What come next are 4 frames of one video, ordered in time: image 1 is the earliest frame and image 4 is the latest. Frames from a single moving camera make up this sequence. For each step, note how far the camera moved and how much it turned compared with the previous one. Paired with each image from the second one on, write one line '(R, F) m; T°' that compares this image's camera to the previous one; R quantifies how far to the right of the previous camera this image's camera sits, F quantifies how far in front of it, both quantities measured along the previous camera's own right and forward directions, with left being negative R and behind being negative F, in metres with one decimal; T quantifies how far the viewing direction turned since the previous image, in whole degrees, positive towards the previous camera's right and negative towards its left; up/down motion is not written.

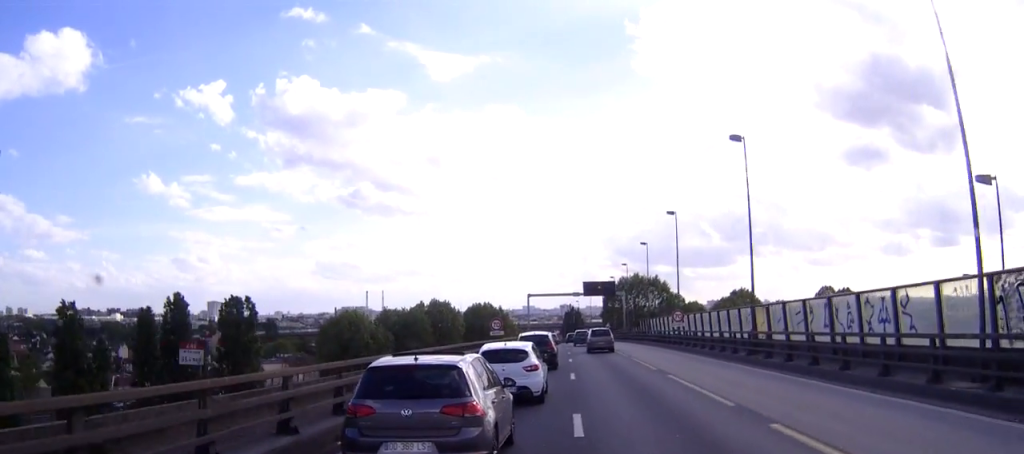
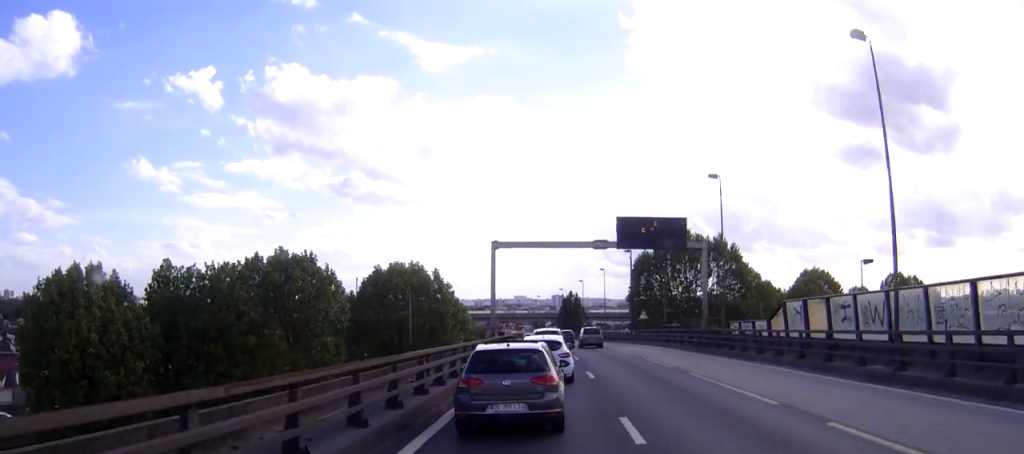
(-0.1, +52.5) m; 0°
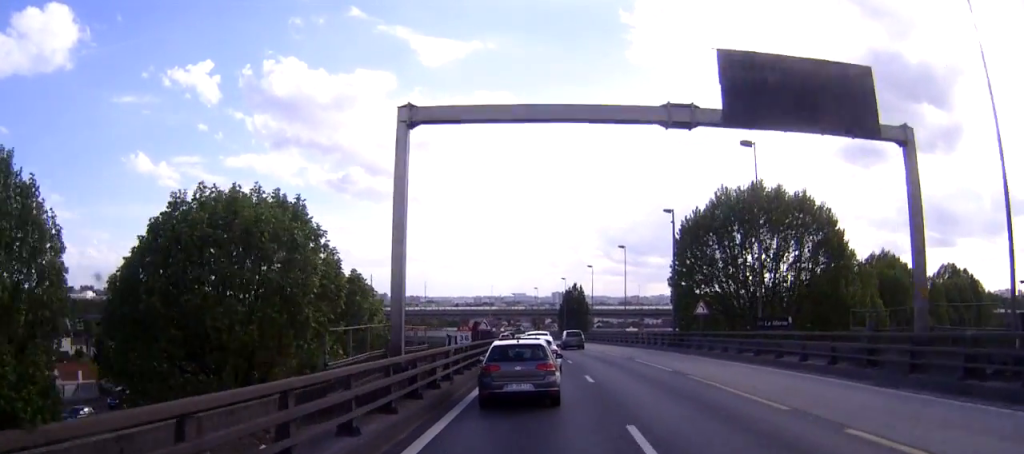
(0.0, +27.0) m; 0°
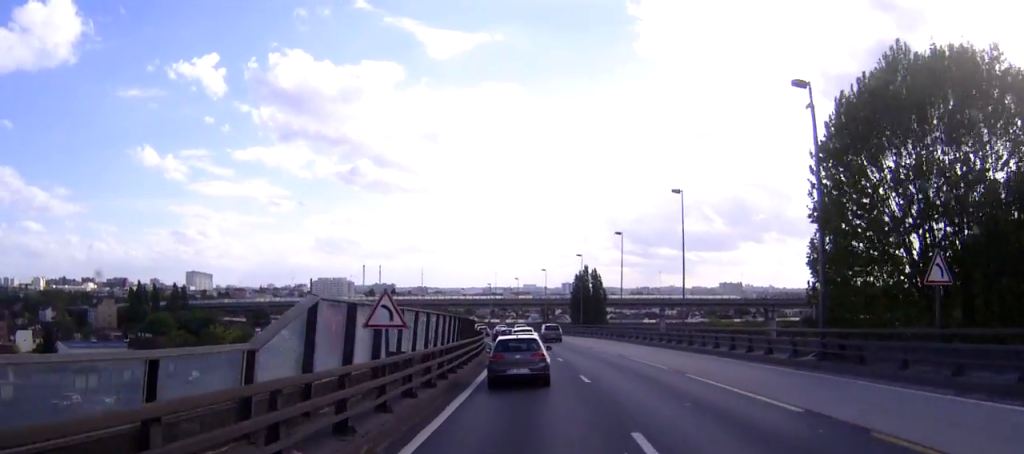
(-0.1, +27.1) m; -1°
